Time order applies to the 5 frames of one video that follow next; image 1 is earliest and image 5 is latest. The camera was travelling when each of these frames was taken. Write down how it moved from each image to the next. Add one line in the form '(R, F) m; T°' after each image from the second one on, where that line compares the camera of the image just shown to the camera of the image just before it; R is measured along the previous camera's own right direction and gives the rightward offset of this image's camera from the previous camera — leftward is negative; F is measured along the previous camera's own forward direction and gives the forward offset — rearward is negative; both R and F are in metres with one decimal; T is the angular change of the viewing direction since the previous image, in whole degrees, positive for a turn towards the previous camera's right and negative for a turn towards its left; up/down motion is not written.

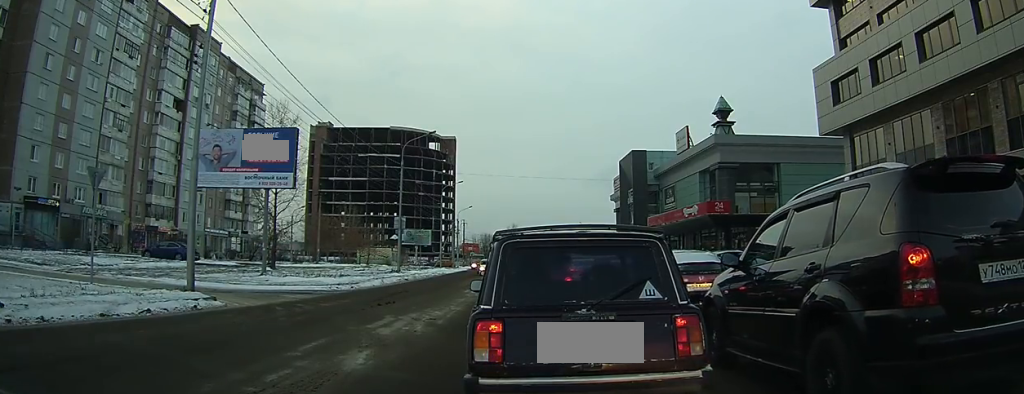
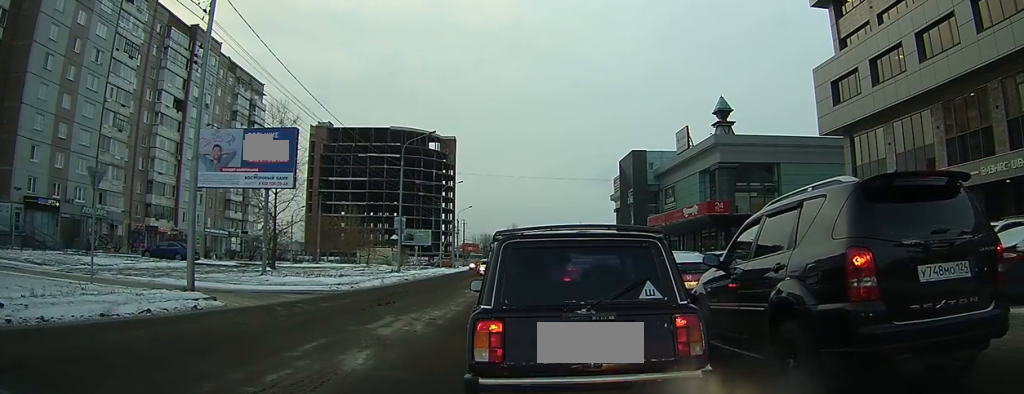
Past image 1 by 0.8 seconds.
(0.0, -0.1) m; 0°
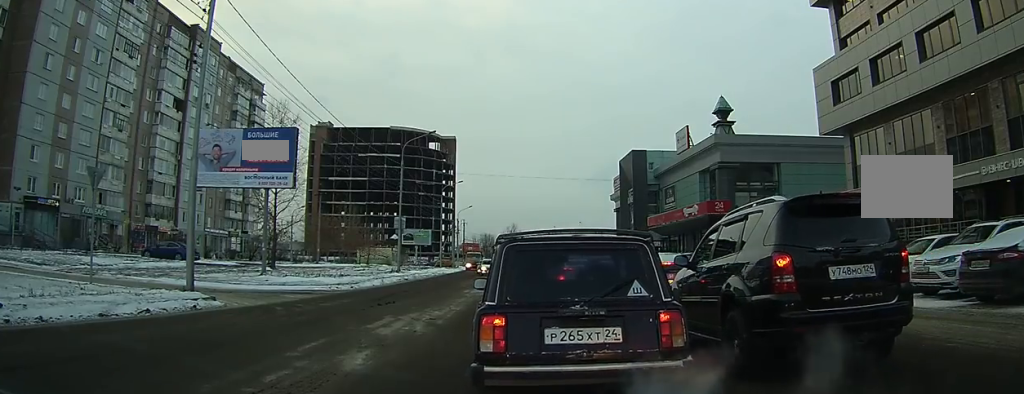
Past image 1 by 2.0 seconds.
(0.0, -0.1) m; 0°
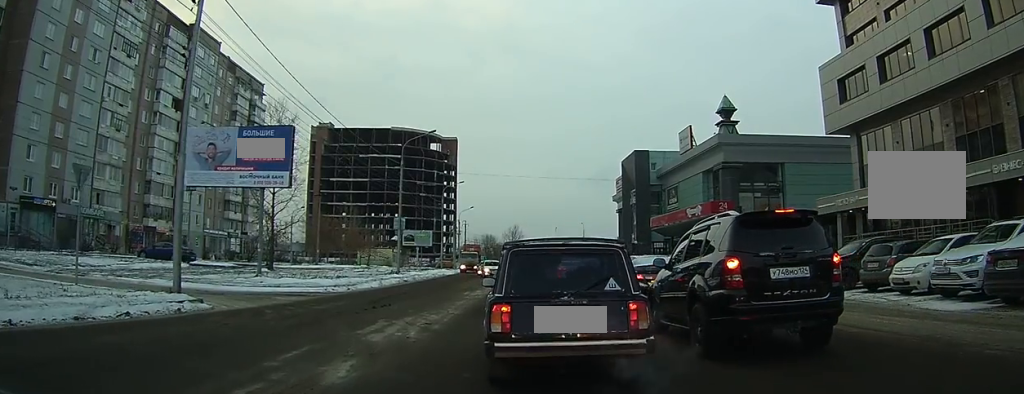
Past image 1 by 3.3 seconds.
(+0.2, 0.0) m; 0°
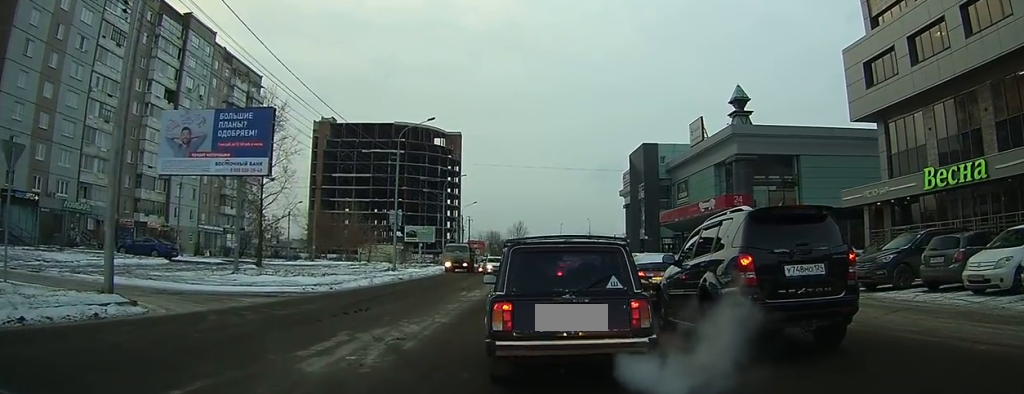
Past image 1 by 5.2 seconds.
(+0.2, +1.0) m; 0°
